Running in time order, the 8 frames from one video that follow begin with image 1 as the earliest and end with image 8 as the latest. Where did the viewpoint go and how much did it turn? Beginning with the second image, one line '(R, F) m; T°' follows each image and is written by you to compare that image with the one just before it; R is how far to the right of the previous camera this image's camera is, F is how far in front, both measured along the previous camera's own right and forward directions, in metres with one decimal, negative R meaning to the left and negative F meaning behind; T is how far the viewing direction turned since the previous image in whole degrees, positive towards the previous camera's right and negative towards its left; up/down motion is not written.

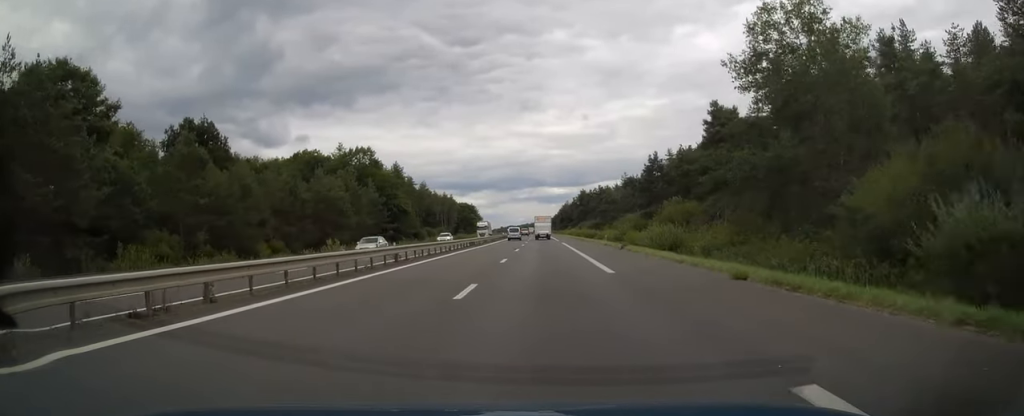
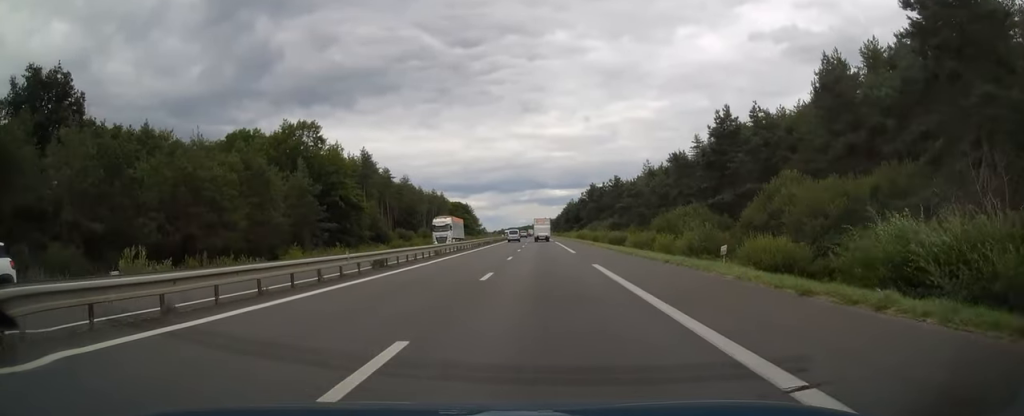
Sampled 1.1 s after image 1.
(0.0, +33.5) m; 0°
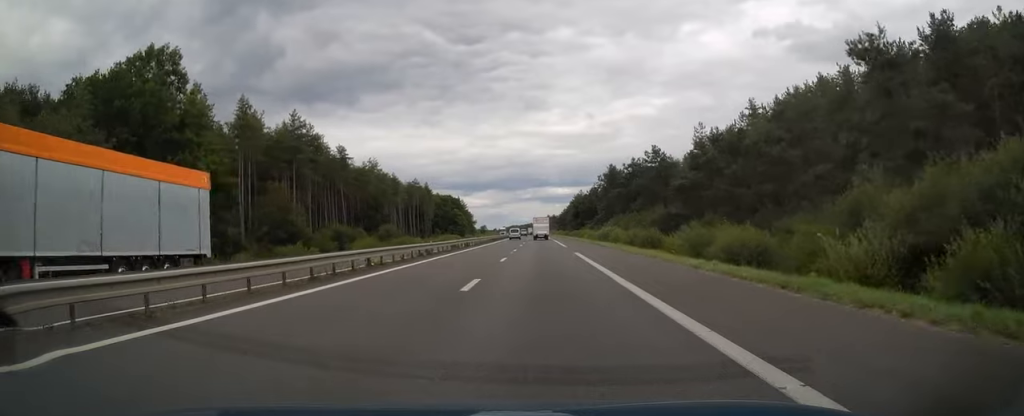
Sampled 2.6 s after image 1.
(-0.1, +42.4) m; 0°
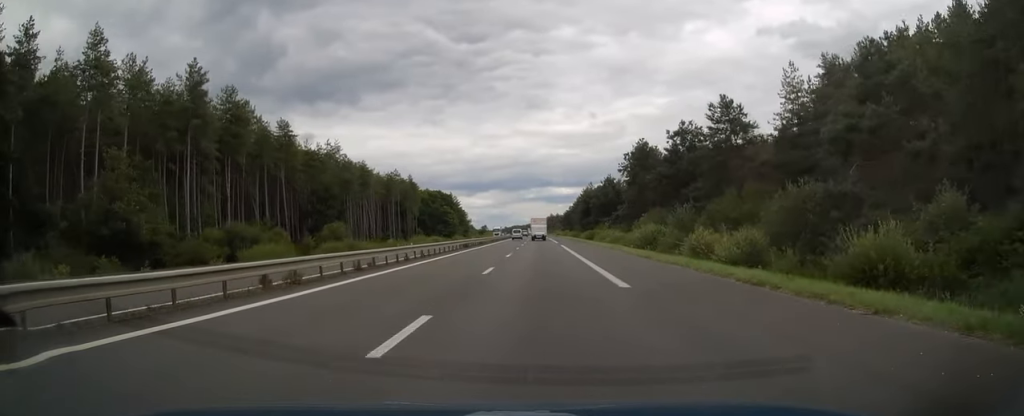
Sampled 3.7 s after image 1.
(+0.1, +33.0) m; 0°
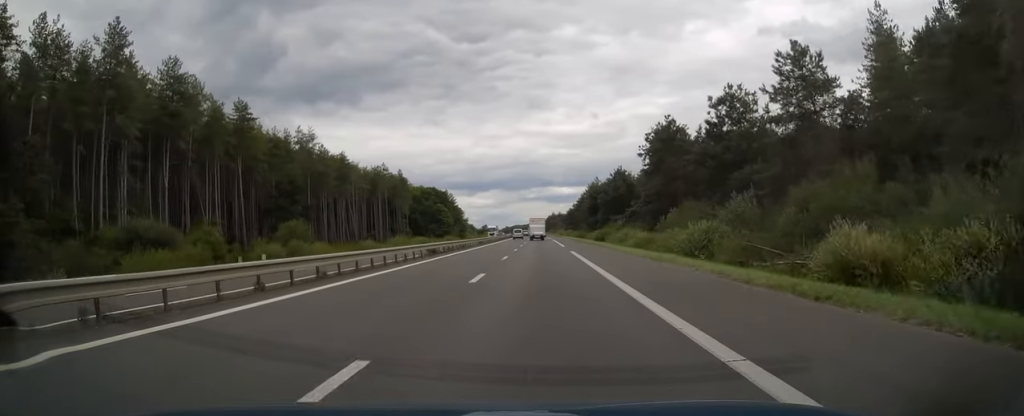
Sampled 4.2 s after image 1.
(0.0, +16.2) m; 0°
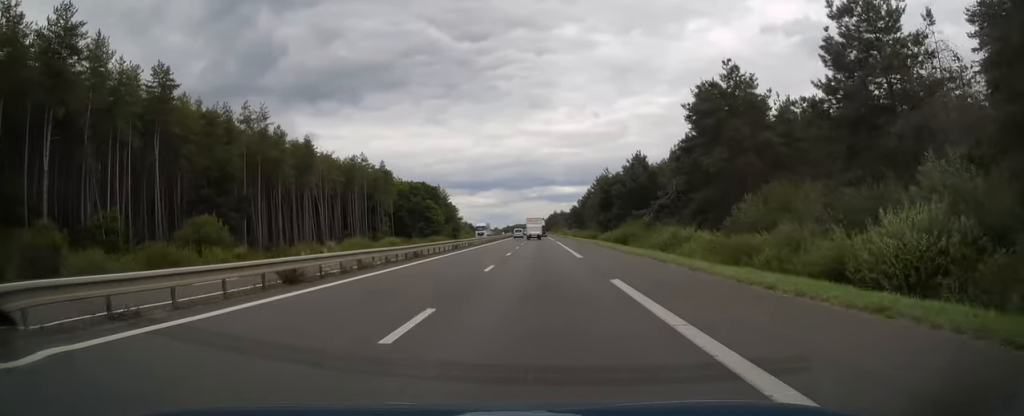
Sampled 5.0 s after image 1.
(0.0, +21.7) m; 0°
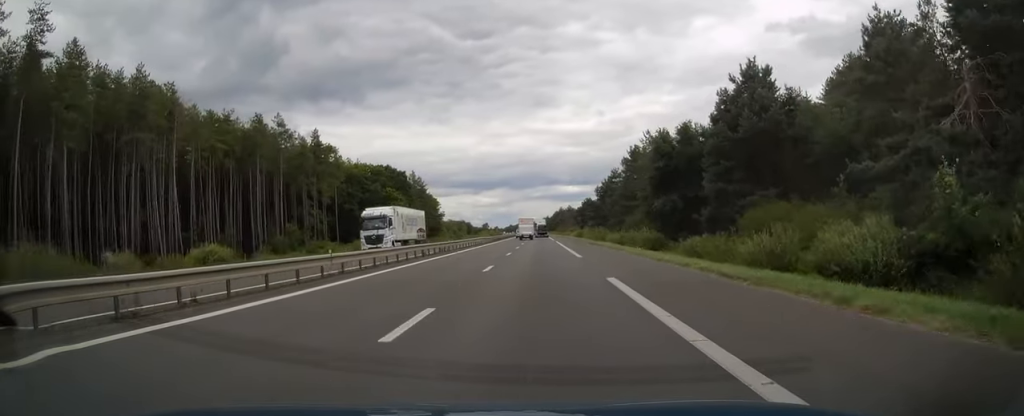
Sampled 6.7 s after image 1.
(-0.2, +51.7) m; -1°
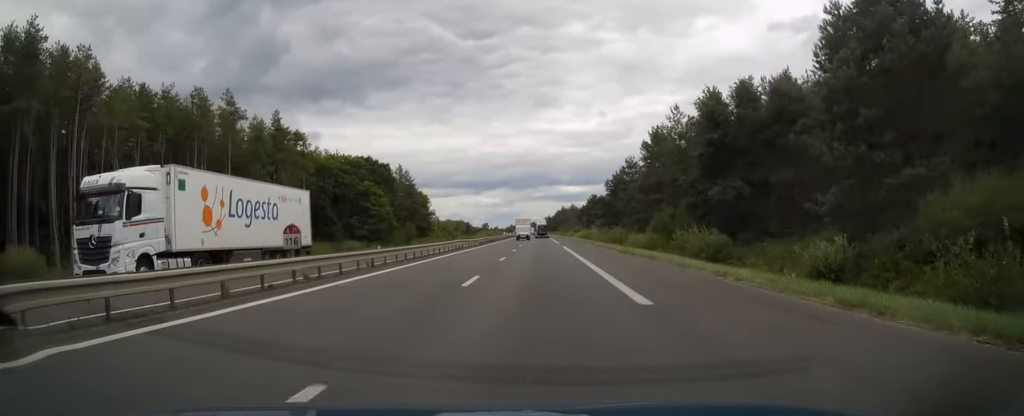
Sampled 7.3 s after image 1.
(-0.1, +18.1) m; 0°
